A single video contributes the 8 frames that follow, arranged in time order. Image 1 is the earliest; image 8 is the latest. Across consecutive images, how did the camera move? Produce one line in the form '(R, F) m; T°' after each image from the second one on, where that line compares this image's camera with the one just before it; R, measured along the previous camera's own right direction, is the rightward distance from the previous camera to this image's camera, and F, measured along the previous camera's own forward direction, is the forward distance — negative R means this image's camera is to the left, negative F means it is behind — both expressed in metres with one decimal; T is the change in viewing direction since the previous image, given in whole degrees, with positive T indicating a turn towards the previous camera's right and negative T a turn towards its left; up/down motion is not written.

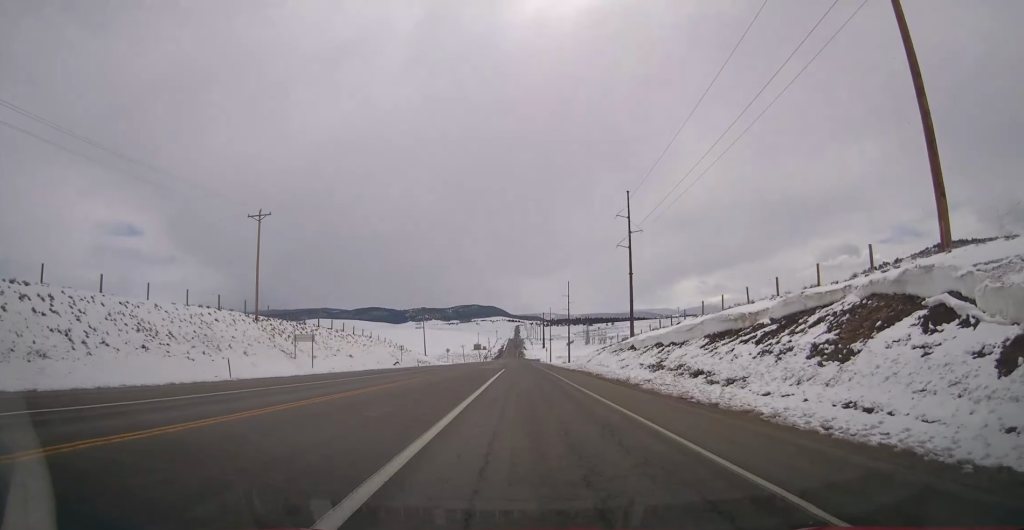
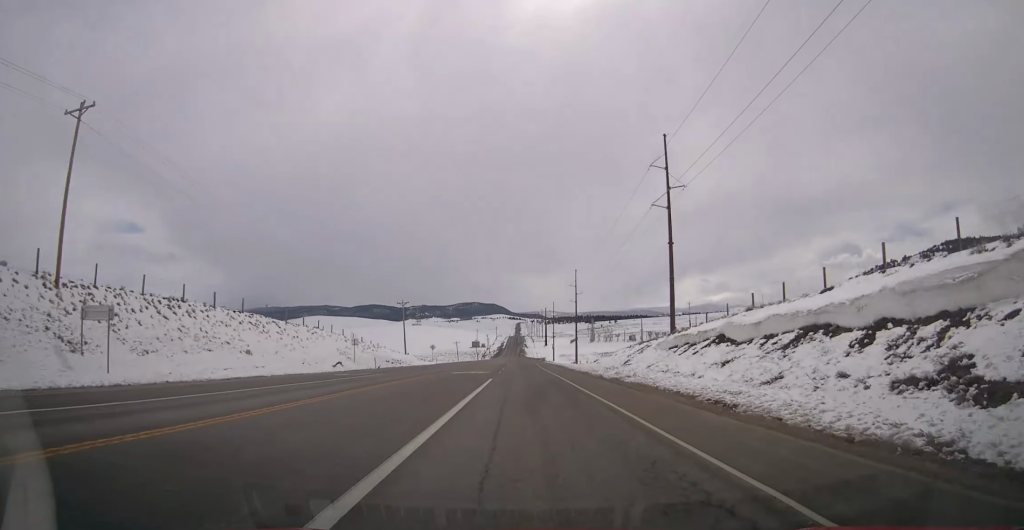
(0.0, +24.9) m; -1°
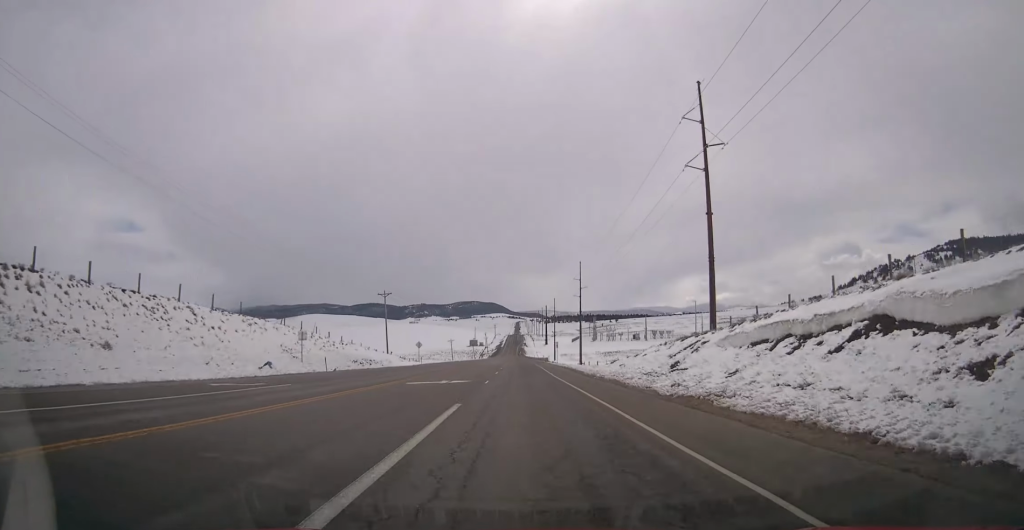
(+0.1, +14.3) m; -1°
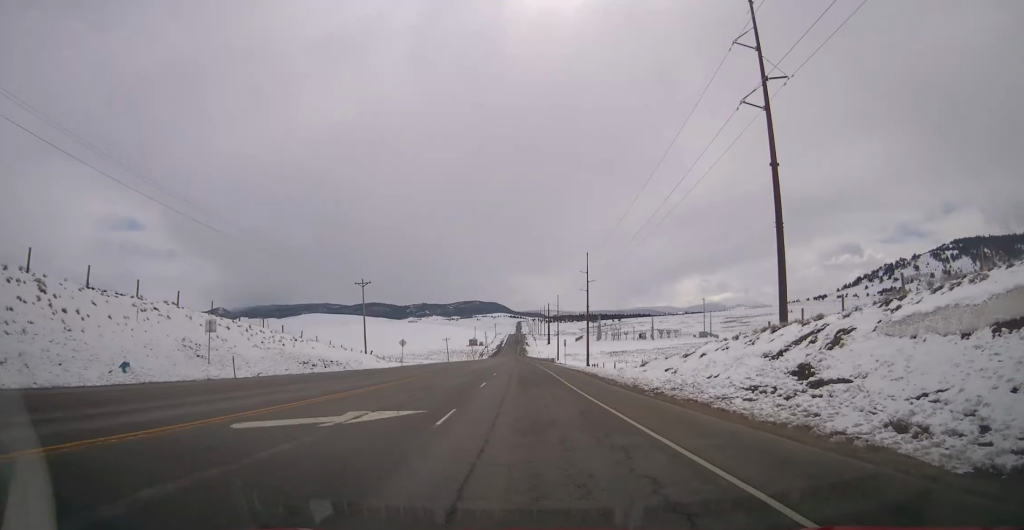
(-0.3, +15.3) m; 0°
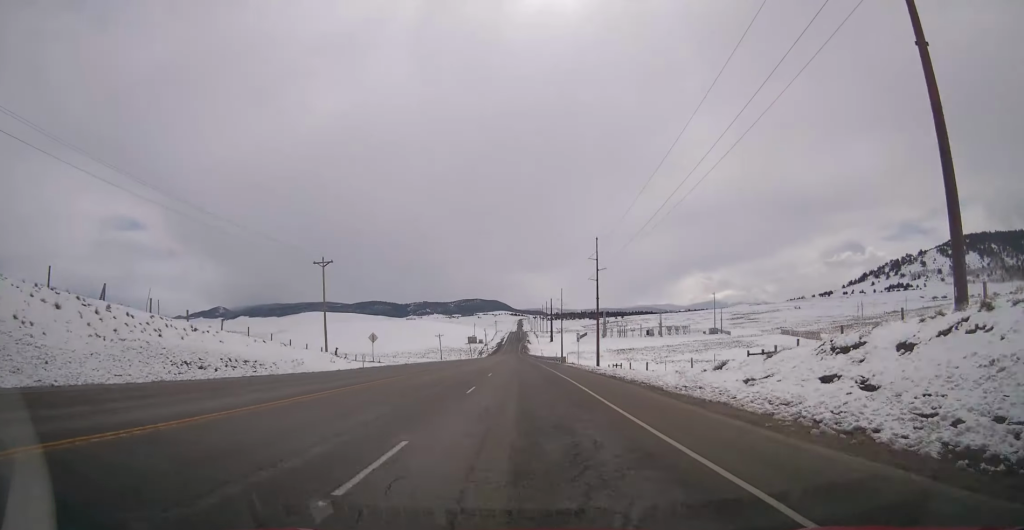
(-0.2, +17.7) m; 0°
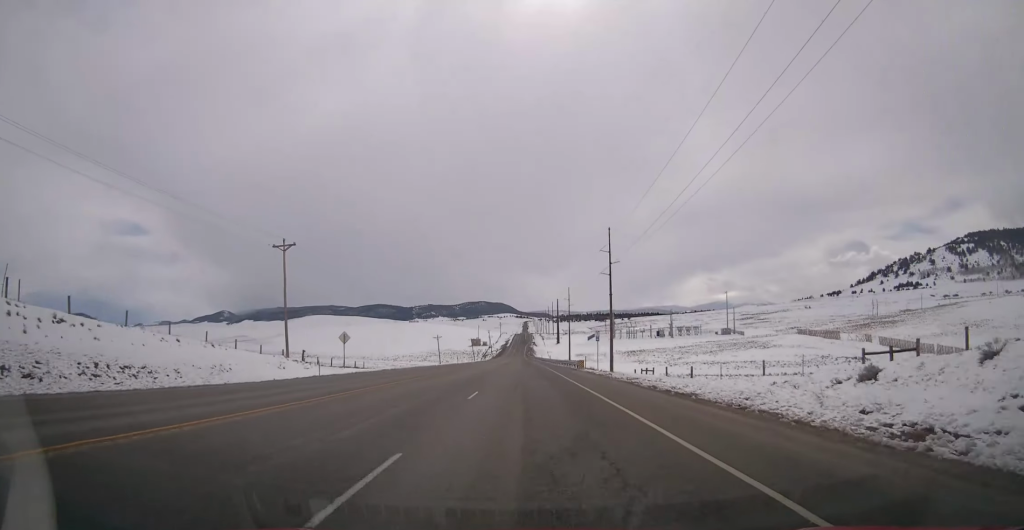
(+0.2, +13.1) m; 0°
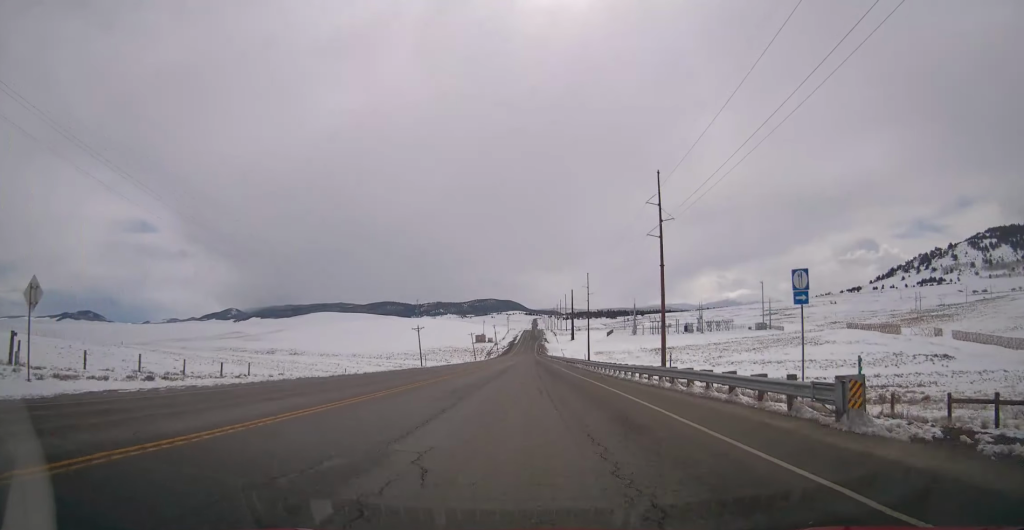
(+0.3, +39.3) m; -1°
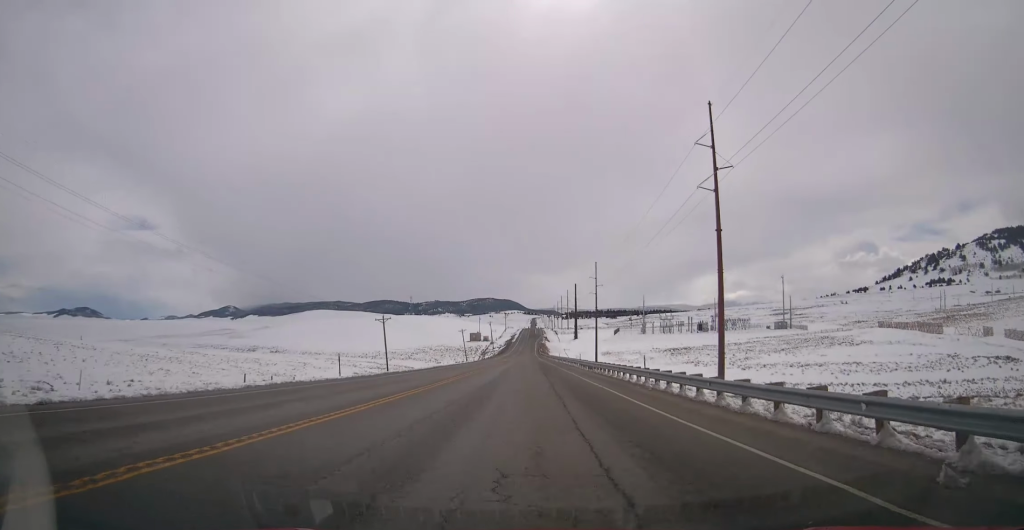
(-0.5, +25.8) m; 0°
